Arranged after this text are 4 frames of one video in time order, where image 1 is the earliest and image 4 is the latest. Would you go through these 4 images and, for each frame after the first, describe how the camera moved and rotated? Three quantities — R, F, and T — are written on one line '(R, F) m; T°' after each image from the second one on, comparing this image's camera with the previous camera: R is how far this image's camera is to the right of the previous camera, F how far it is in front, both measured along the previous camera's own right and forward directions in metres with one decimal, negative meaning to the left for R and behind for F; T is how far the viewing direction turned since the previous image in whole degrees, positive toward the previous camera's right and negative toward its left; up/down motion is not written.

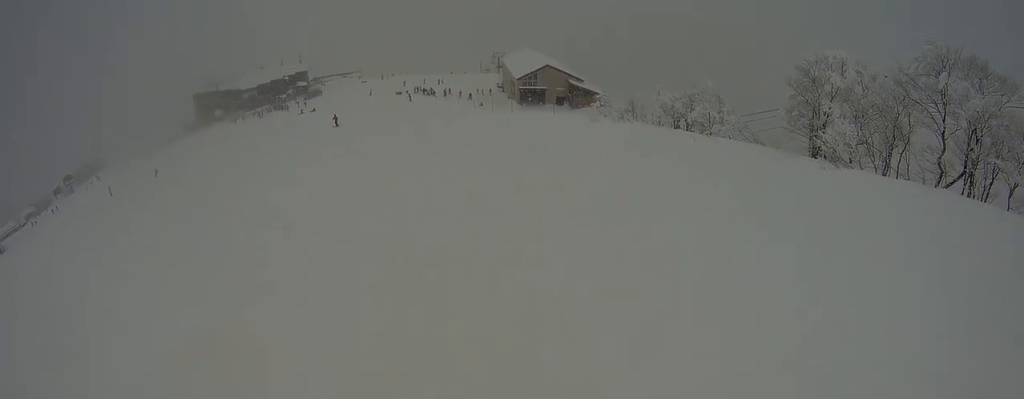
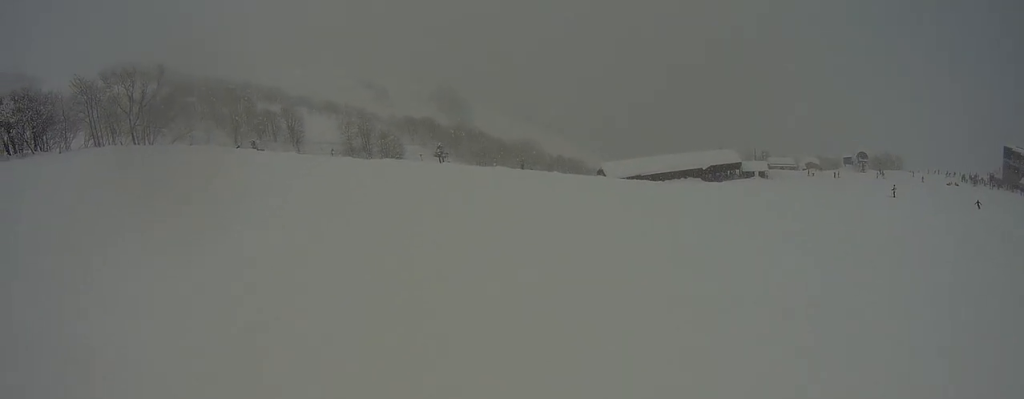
(-8.8, +3.7) m; -122°
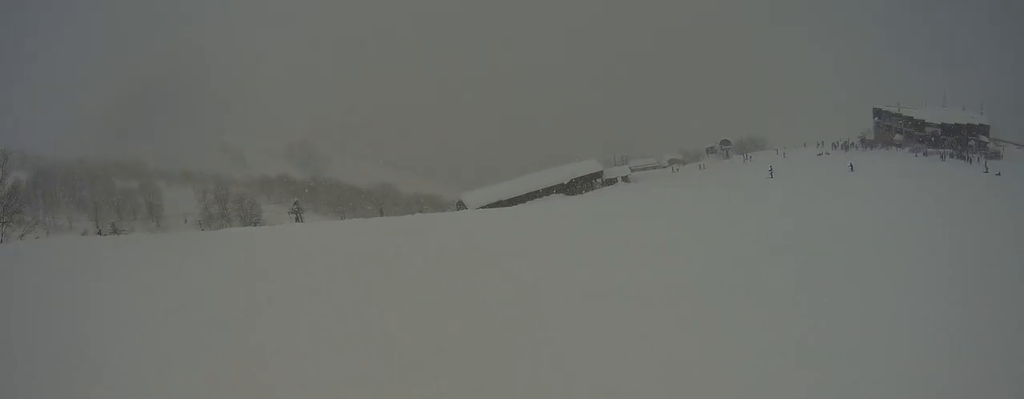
(-0.2, +3.1) m; +14°
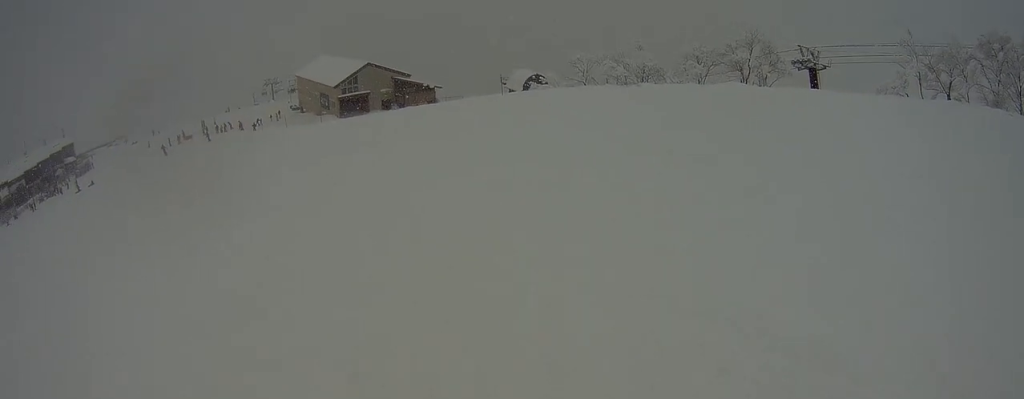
(+10.9, +6.0) m; +88°
